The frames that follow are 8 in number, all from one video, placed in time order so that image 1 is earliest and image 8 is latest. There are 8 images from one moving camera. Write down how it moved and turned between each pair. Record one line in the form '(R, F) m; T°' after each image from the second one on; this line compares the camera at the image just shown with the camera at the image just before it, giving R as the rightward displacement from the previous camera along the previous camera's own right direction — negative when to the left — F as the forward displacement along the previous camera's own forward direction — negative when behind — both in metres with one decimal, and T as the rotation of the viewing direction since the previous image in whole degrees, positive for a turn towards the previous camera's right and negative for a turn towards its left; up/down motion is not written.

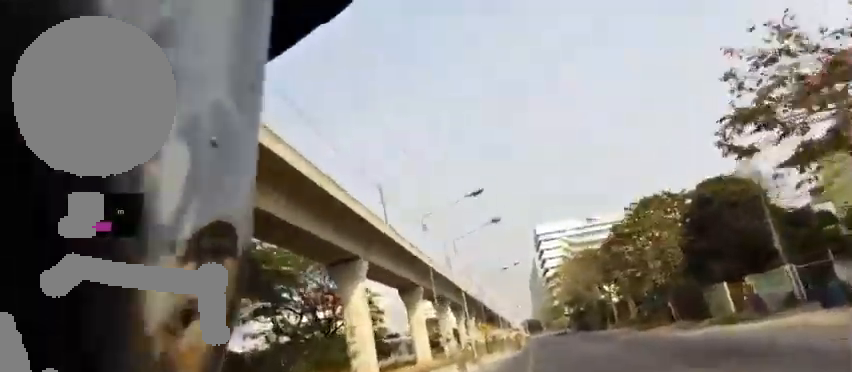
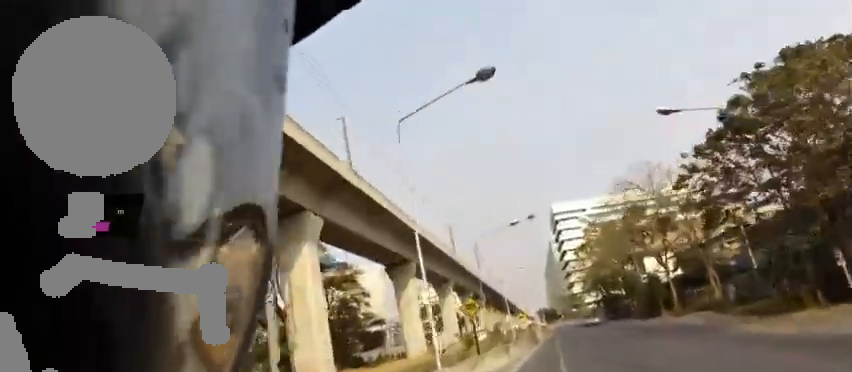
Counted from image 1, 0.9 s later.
(0.0, +16.4) m; 0°
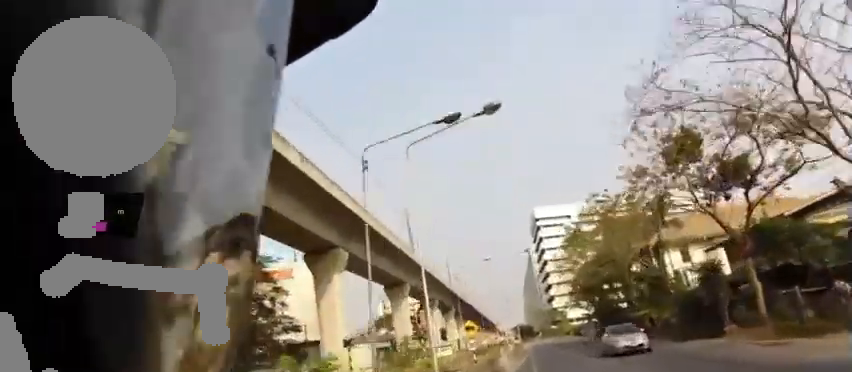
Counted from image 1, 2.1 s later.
(0.0, +20.5) m; 0°
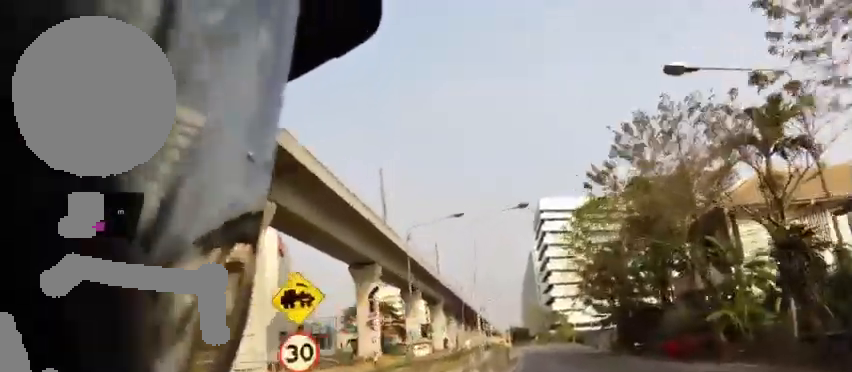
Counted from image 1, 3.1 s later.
(-0.2, +18.9) m; -2°
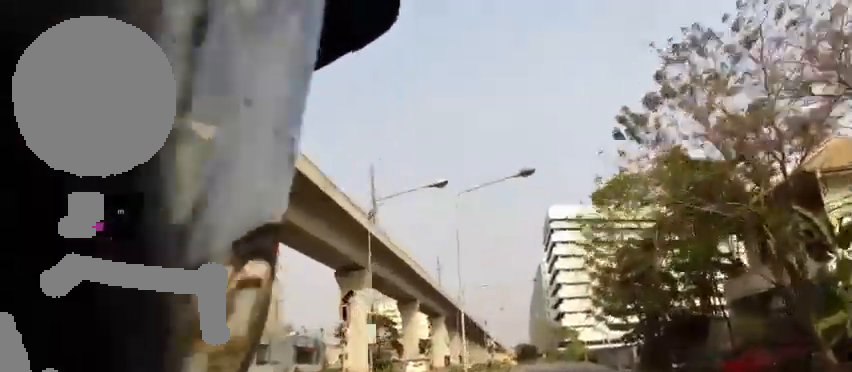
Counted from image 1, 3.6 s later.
(+0.1, +9.7) m; -1°
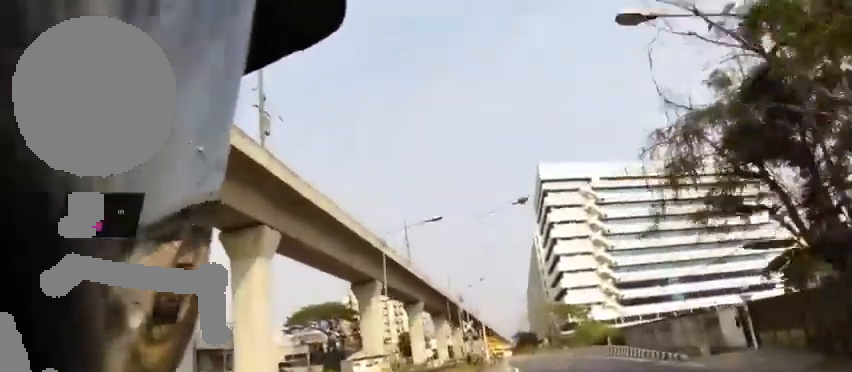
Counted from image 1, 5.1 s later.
(+0.5, +29.8) m; +1°
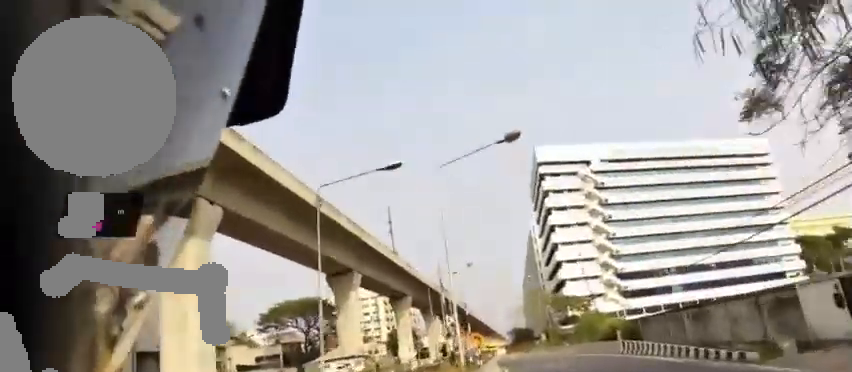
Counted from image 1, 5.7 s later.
(+0.5, +9.9) m; -2°
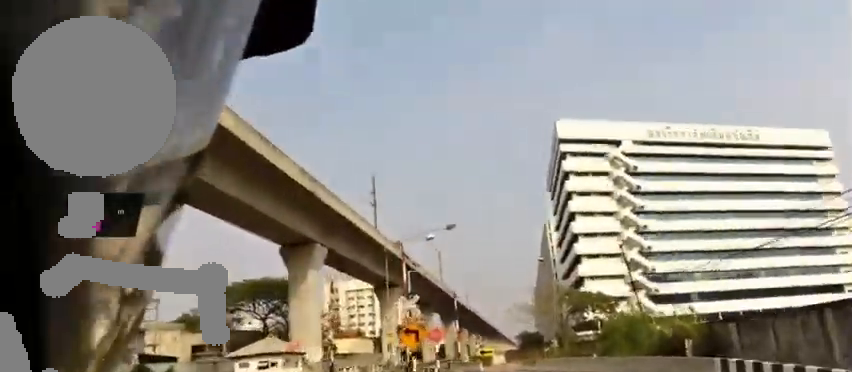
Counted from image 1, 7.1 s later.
(-1.7, +22.7) m; -2°
